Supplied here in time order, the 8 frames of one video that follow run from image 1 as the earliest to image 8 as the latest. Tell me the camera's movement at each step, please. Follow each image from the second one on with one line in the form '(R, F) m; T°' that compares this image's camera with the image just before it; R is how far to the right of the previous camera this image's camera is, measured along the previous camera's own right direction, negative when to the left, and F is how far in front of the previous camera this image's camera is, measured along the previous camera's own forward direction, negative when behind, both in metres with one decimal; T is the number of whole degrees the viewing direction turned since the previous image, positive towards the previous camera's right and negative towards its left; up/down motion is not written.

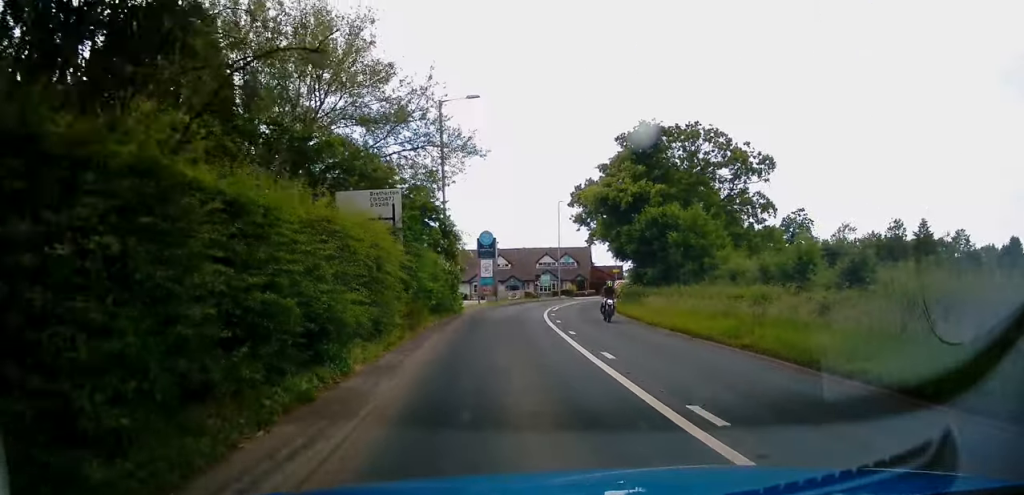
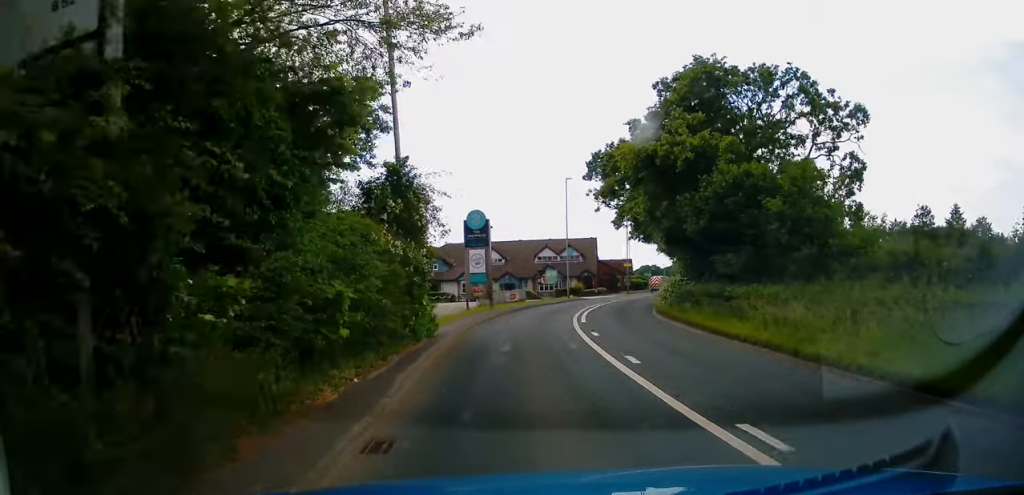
(+0.1, +12.7) m; +1°
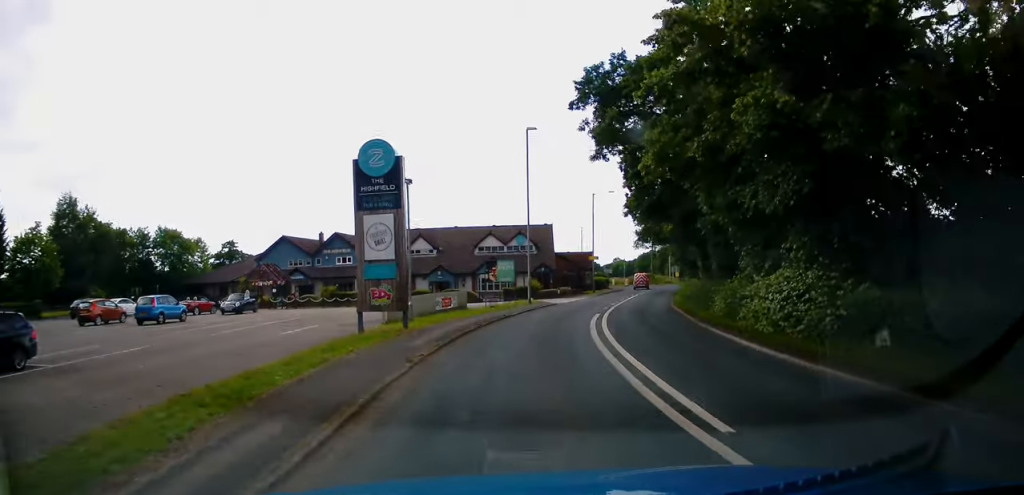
(+0.6, +16.7) m; +7°
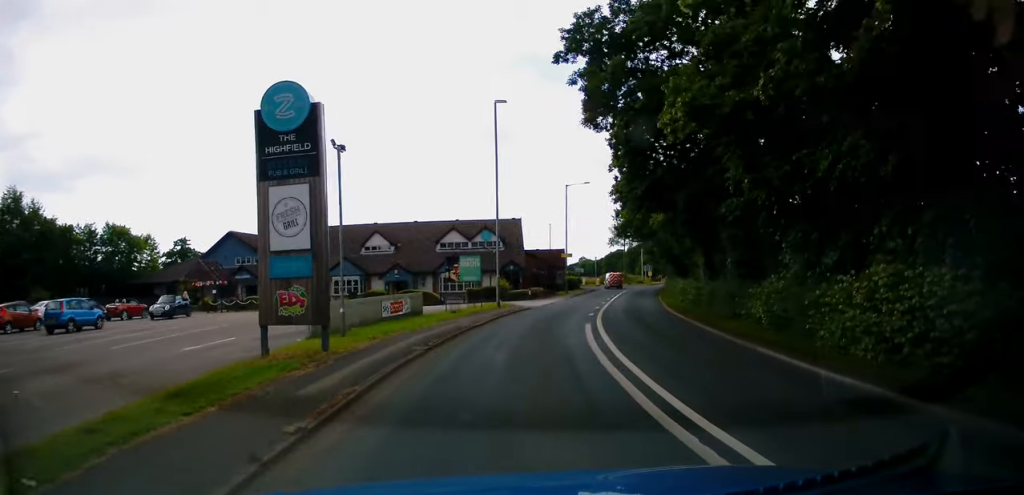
(0.0, +5.2) m; +3°
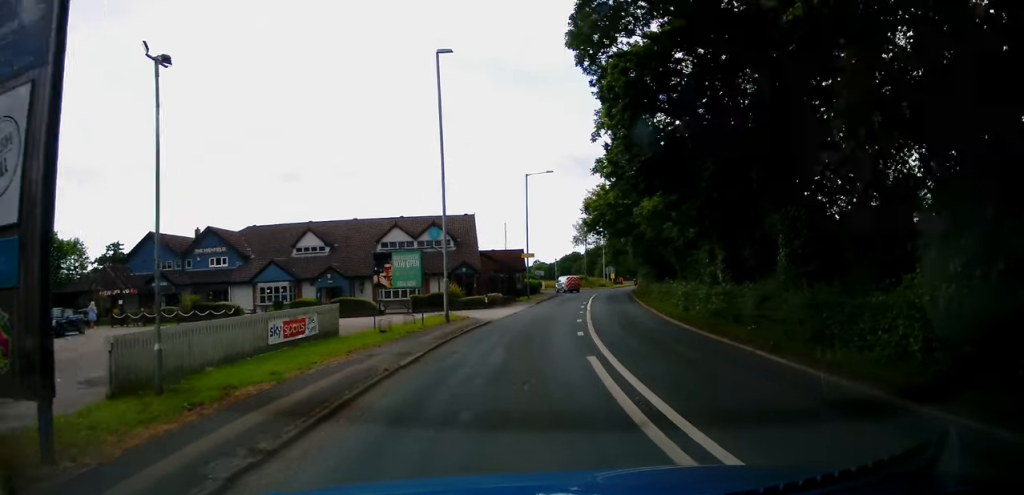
(+0.5, +7.3) m; +2°
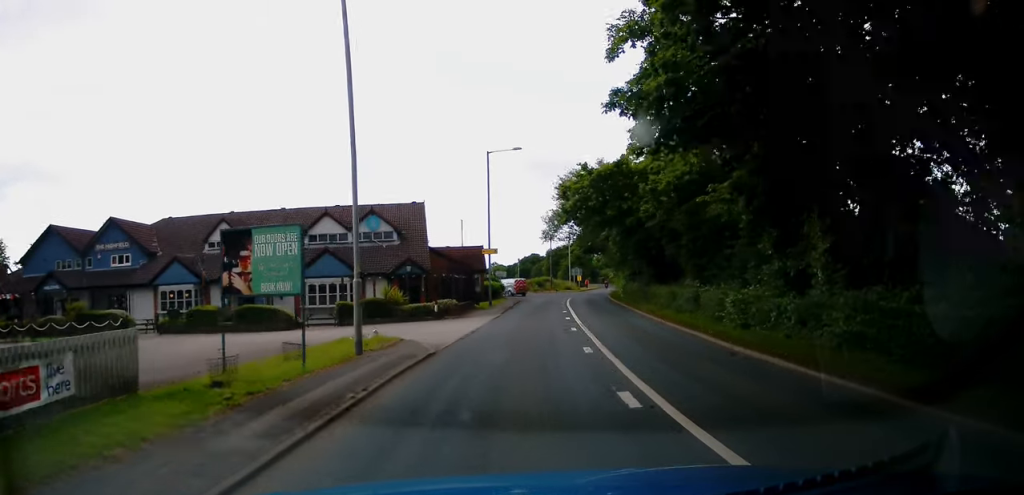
(+0.1, +9.1) m; +3°
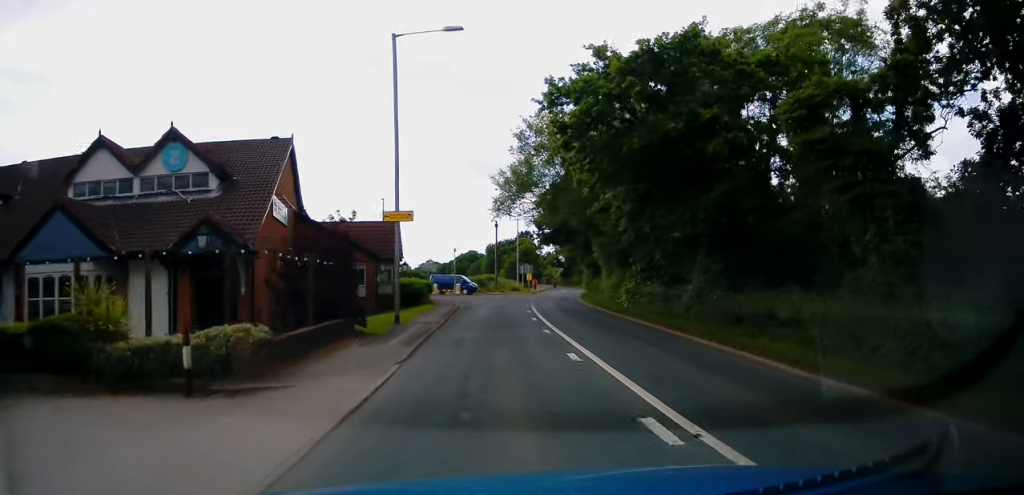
(+1.4, +18.3) m; +9°
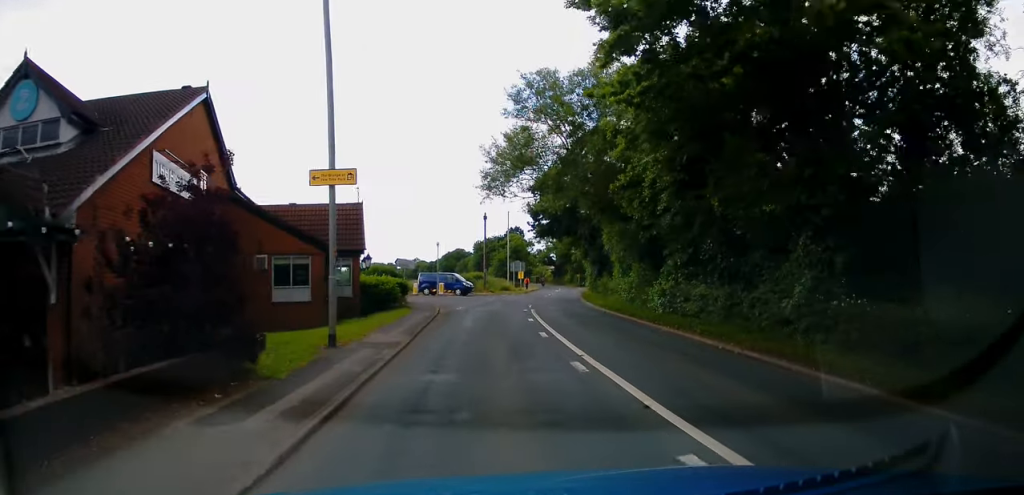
(0.0, +7.4) m; +1°
